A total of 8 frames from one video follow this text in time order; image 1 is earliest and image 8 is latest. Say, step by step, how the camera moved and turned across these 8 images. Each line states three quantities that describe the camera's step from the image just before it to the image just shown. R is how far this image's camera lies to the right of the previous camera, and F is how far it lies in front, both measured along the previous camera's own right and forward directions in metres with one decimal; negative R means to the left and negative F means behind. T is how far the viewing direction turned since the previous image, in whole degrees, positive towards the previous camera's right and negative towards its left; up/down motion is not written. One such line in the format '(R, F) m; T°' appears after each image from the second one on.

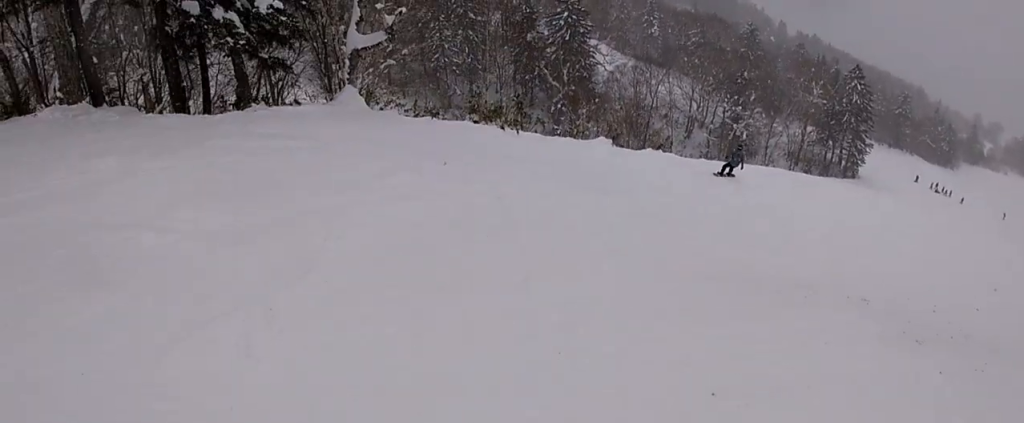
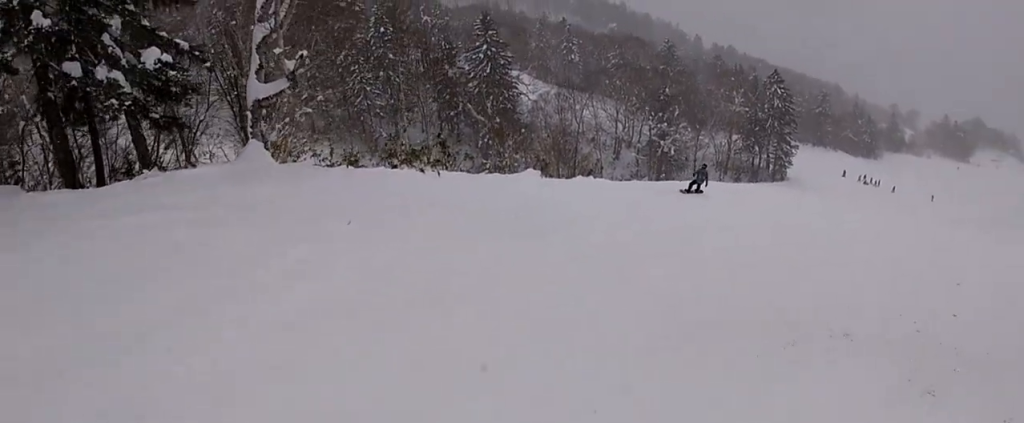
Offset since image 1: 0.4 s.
(-0.5, +2.0) m; +8°
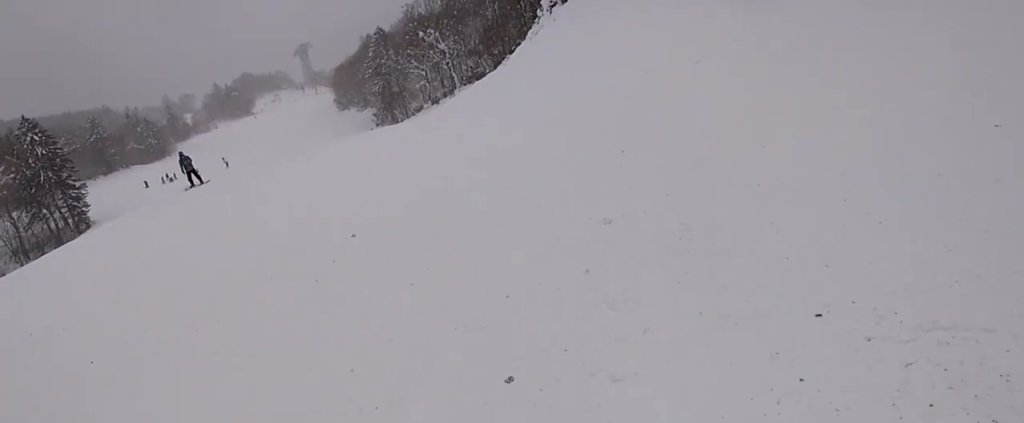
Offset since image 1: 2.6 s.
(+5.3, +8.0) m; +47°
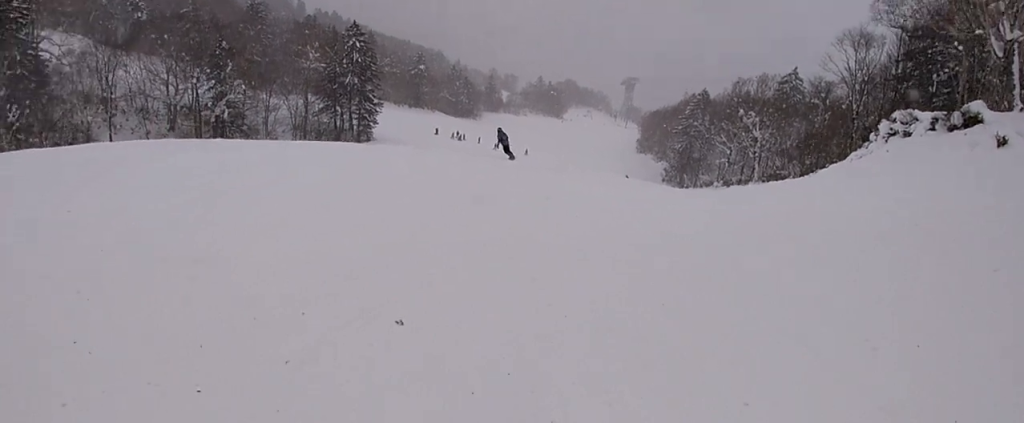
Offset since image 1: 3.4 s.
(-0.3, +4.2) m; -18°
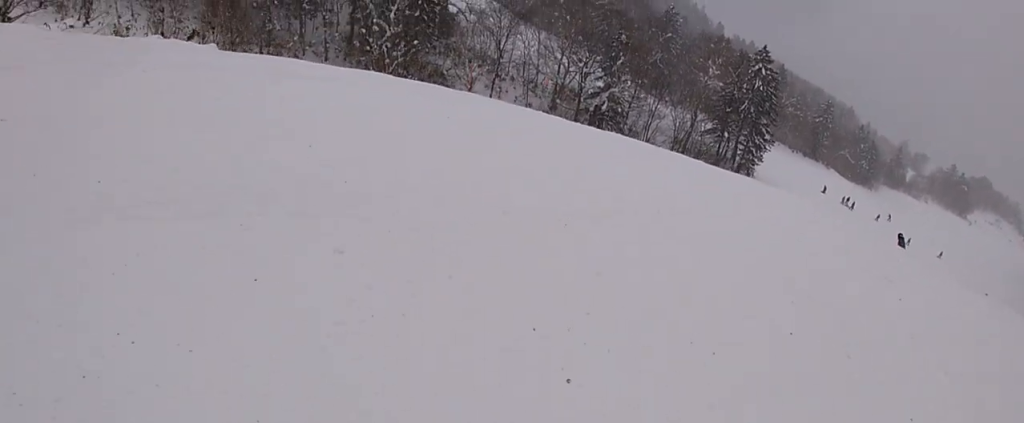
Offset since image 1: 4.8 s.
(-2.6, +5.7) m; -32°
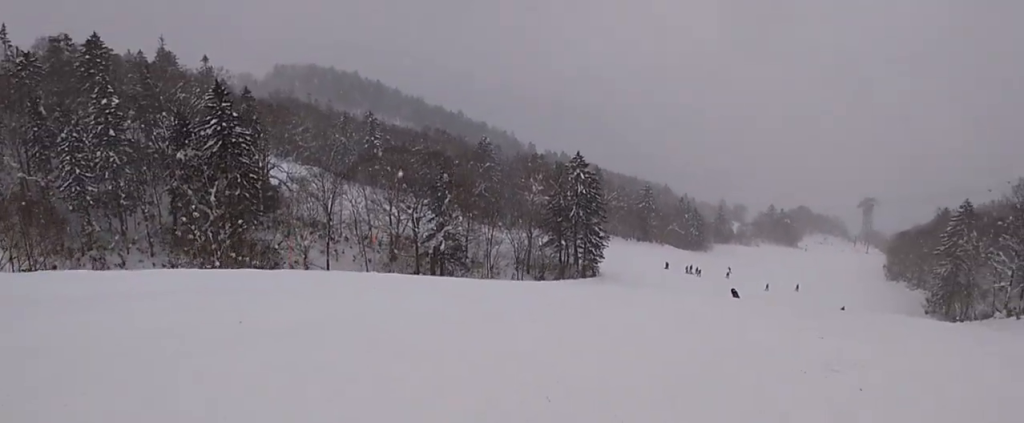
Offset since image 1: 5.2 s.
(-0.1, +2.2) m; +5°
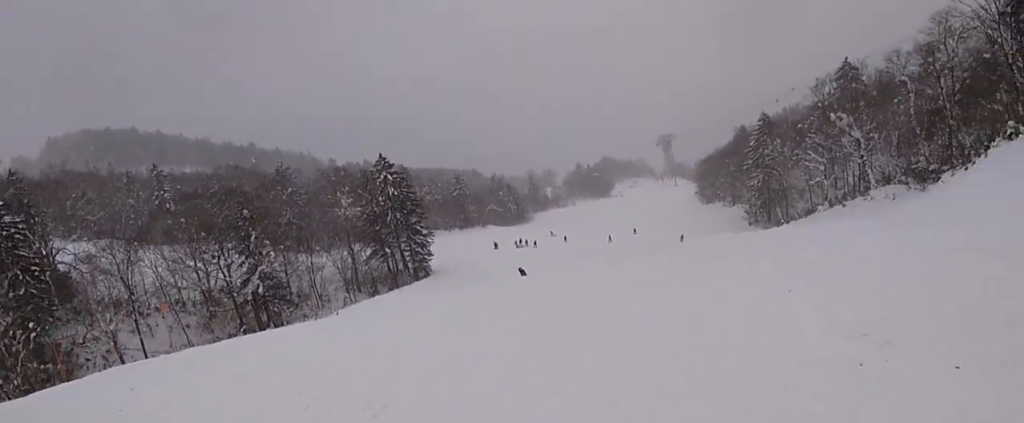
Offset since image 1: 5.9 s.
(+0.2, +3.3) m; +21°
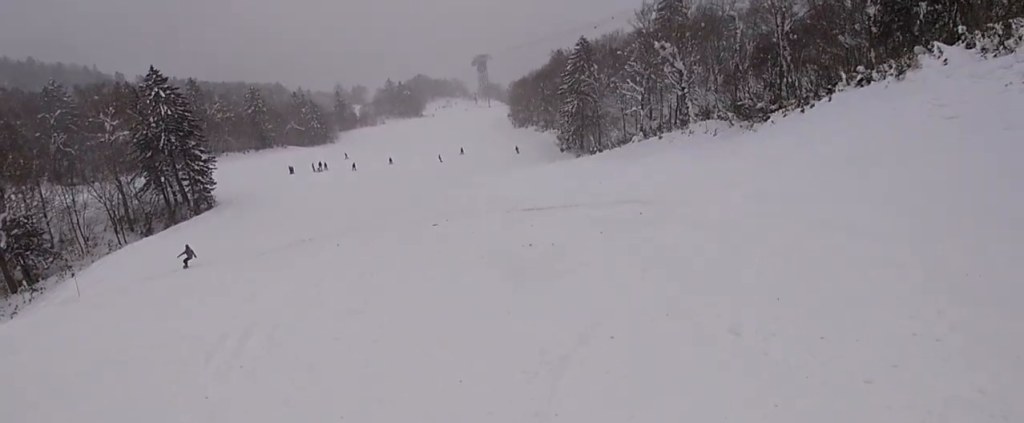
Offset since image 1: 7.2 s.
(+2.2, +5.5) m; +26°
